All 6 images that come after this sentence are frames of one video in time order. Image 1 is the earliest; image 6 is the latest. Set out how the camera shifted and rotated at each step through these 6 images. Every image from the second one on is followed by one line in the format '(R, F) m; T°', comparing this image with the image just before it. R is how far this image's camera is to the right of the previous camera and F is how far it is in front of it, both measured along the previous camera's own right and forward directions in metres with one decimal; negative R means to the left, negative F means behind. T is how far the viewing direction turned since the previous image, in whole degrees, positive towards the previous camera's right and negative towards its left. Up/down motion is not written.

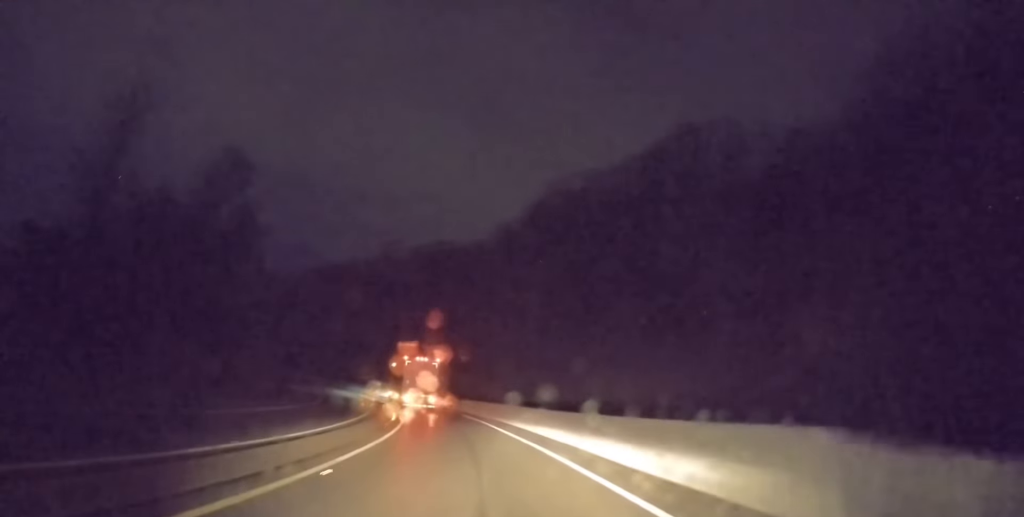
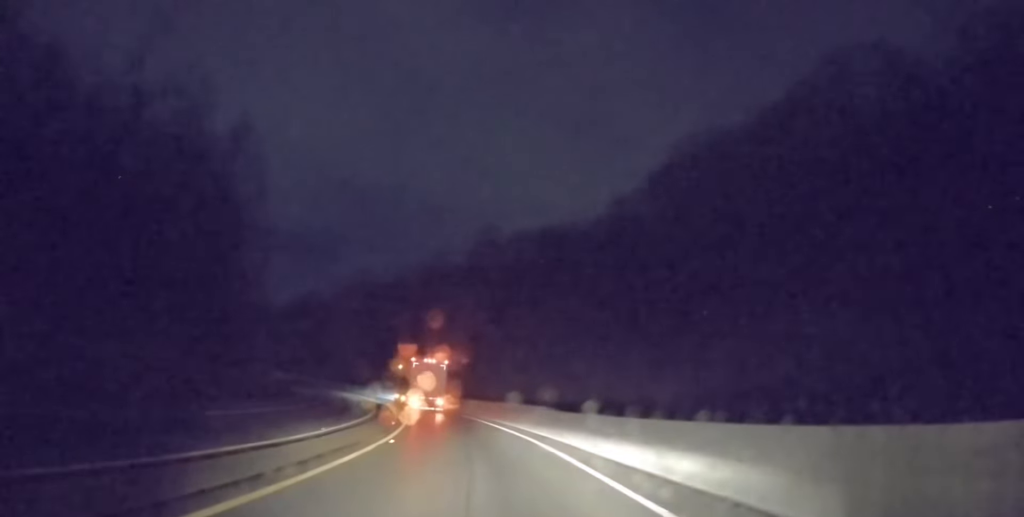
(-3.2, +38.2) m; -9°
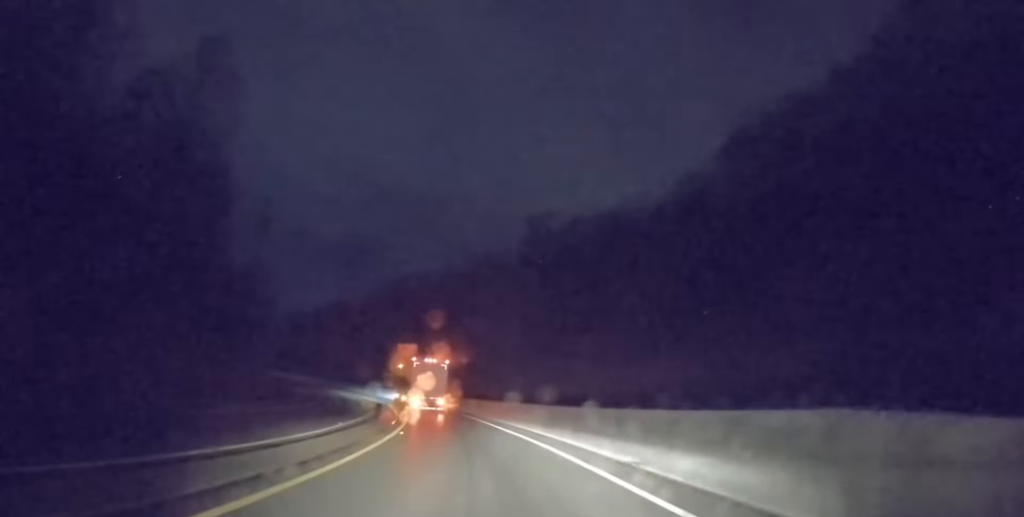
(-0.6, +19.0) m; -4°
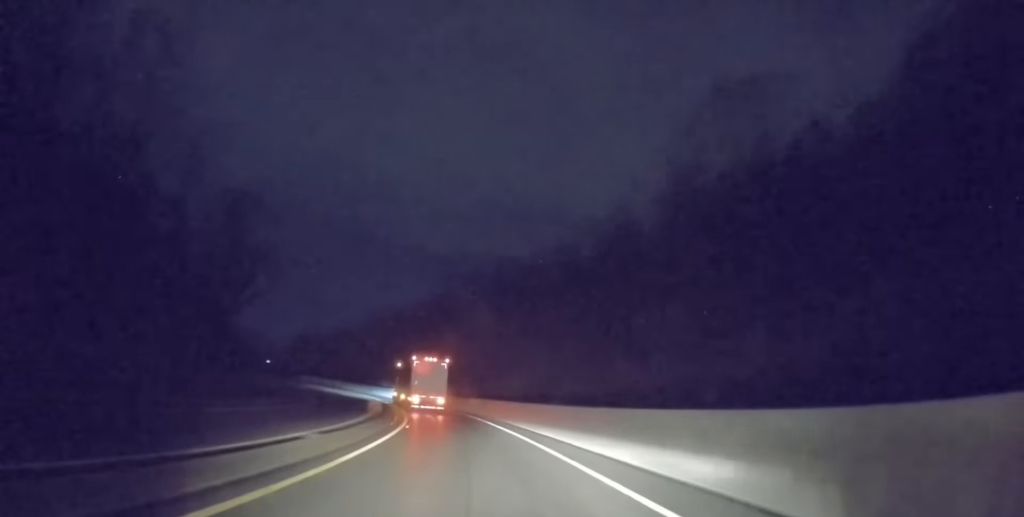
(-3.3, +38.1) m; -10°
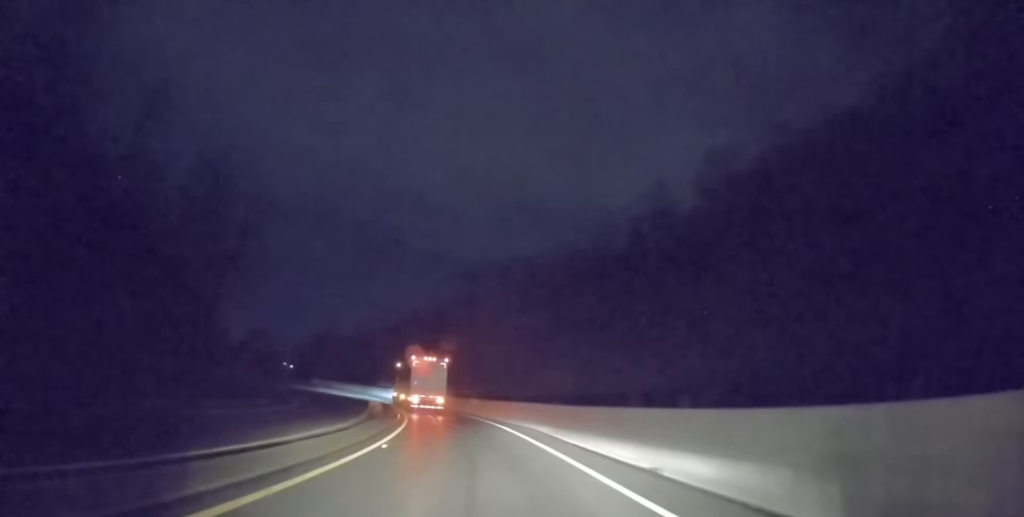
(-0.3, +9.5) m; -3°
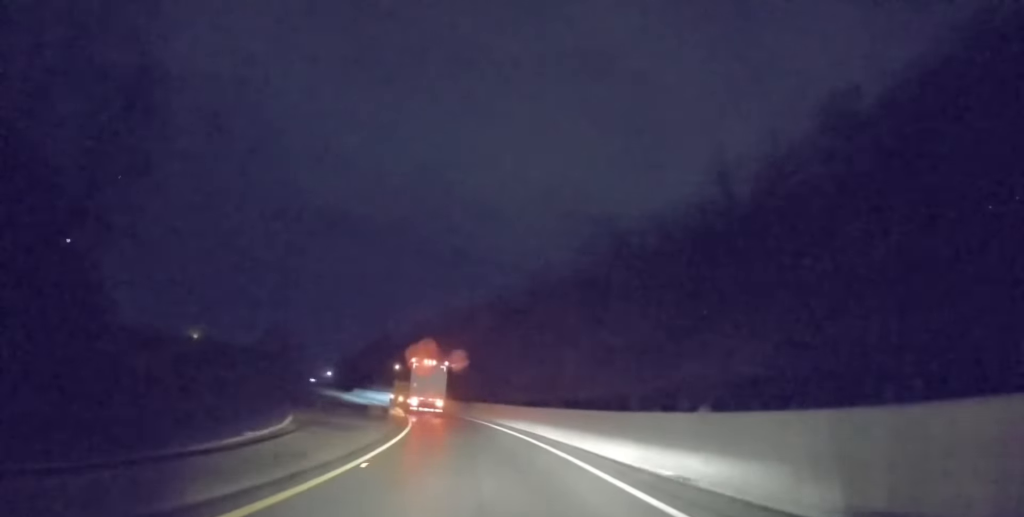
(-1.8, +27.2) m; -8°
